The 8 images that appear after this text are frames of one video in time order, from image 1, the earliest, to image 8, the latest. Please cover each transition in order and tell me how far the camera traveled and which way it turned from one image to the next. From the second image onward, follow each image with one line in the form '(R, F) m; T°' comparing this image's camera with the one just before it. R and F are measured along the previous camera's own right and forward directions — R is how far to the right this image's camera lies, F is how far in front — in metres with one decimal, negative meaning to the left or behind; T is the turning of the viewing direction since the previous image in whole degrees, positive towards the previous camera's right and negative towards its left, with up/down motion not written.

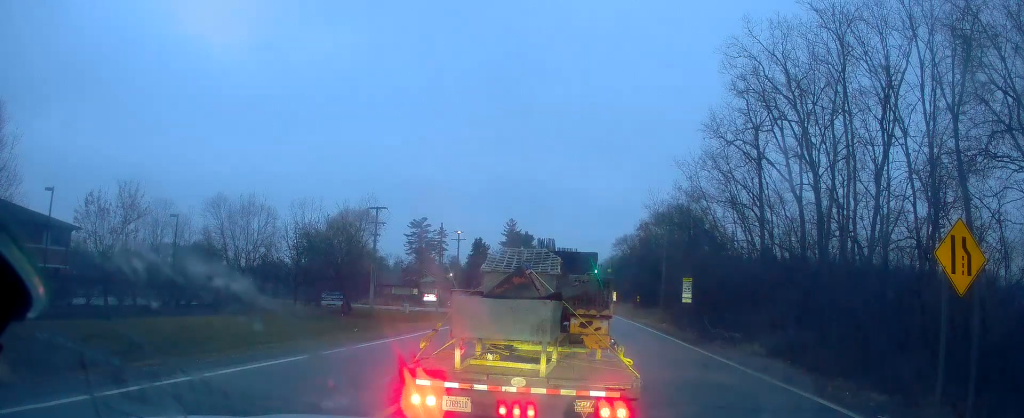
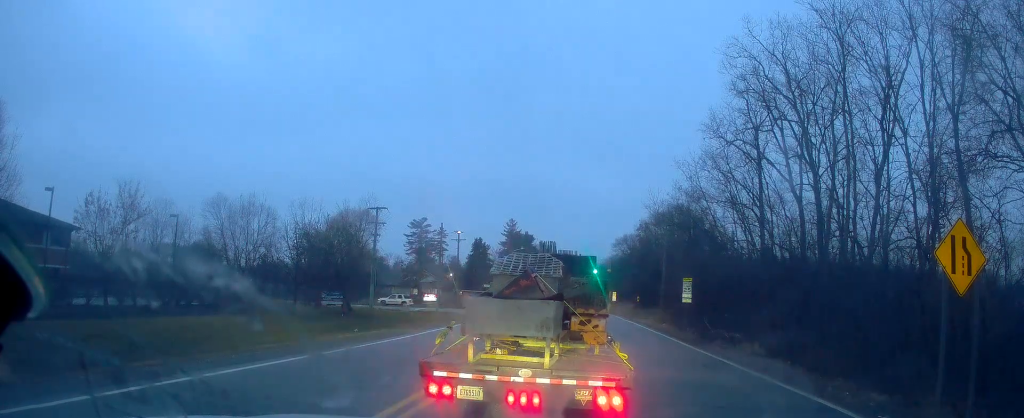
(-0.1, +0.2) m; 0°
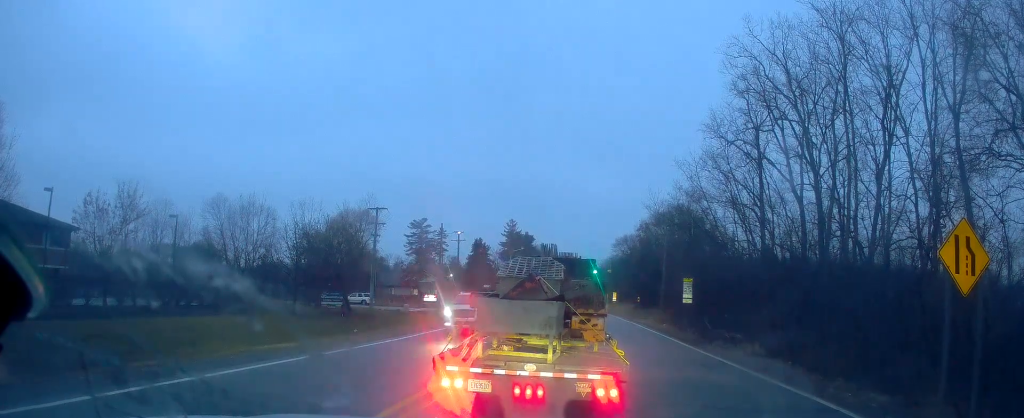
(0.0, 0.0) m; 0°
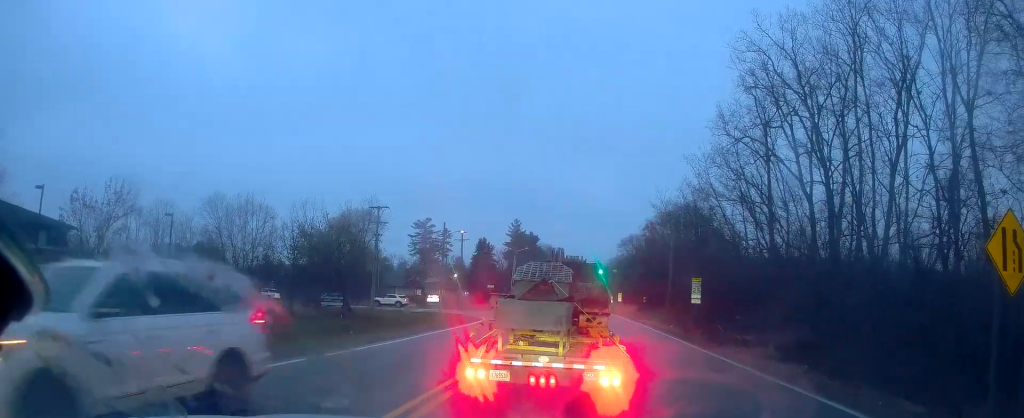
(-0.1, +0.2) m; 0°
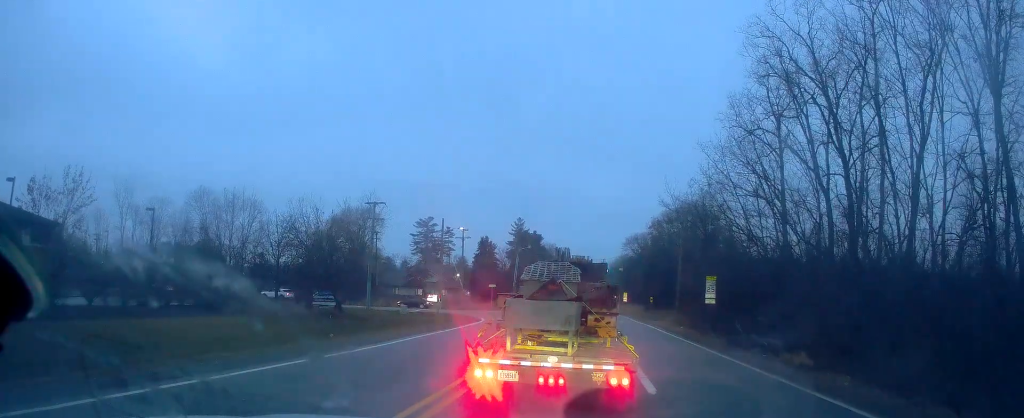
(-0.2, +0.4) m; 0°
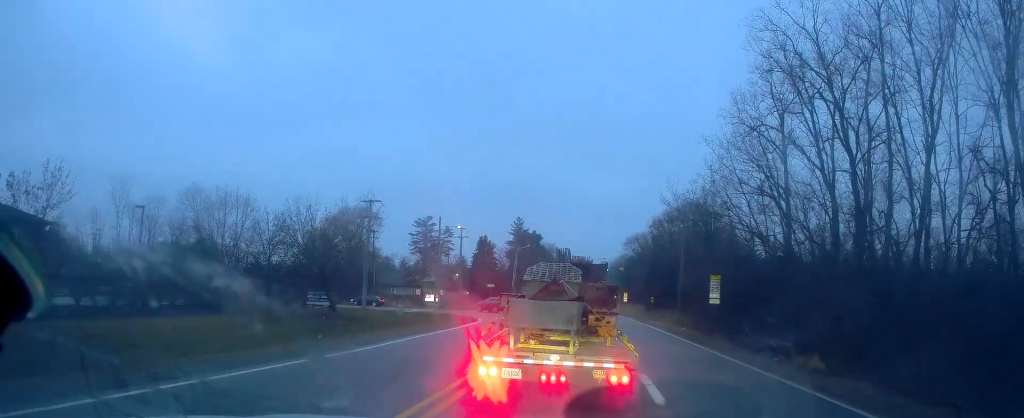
(-0.1, +0.6) m; 0°
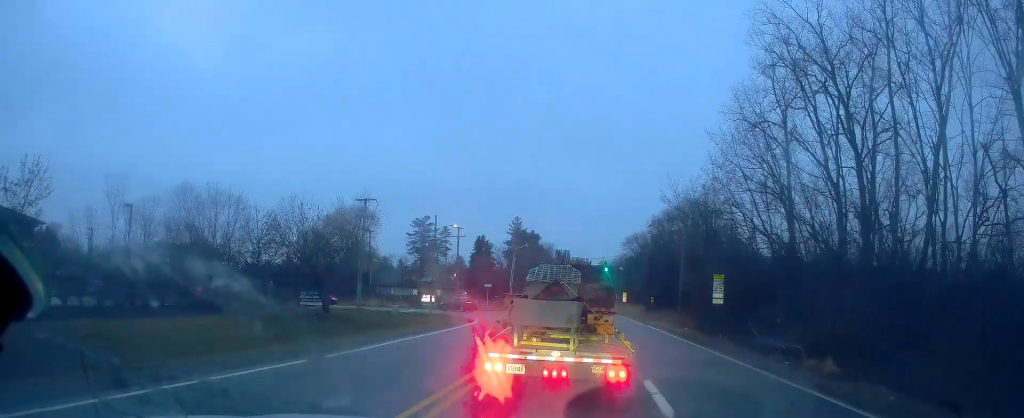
(-0.1, +0.7) m; +1°
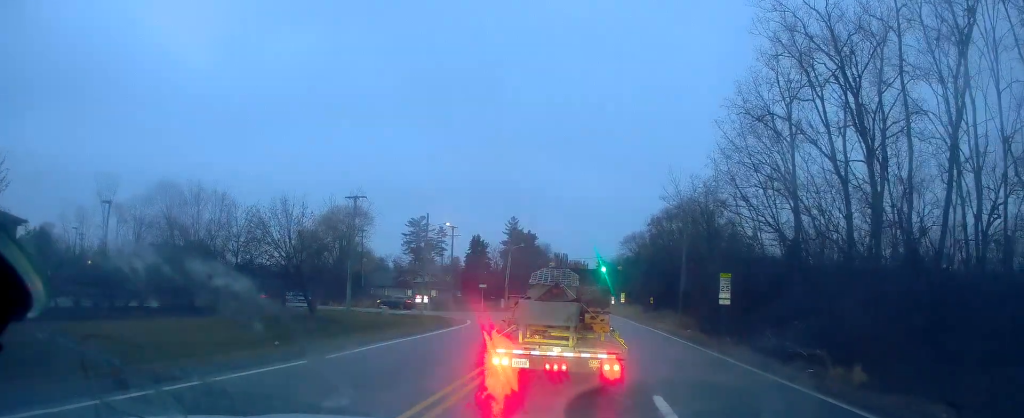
(+0.2, +1.7) m; +5°
